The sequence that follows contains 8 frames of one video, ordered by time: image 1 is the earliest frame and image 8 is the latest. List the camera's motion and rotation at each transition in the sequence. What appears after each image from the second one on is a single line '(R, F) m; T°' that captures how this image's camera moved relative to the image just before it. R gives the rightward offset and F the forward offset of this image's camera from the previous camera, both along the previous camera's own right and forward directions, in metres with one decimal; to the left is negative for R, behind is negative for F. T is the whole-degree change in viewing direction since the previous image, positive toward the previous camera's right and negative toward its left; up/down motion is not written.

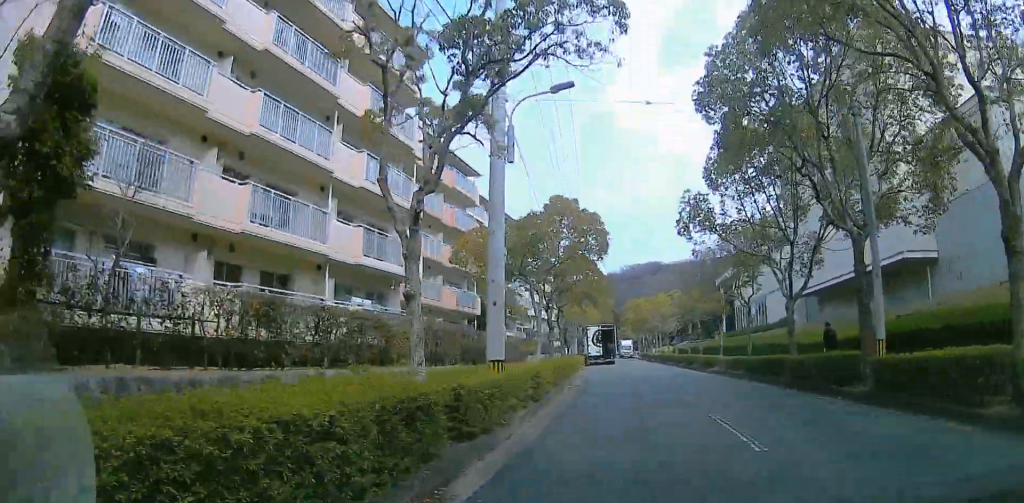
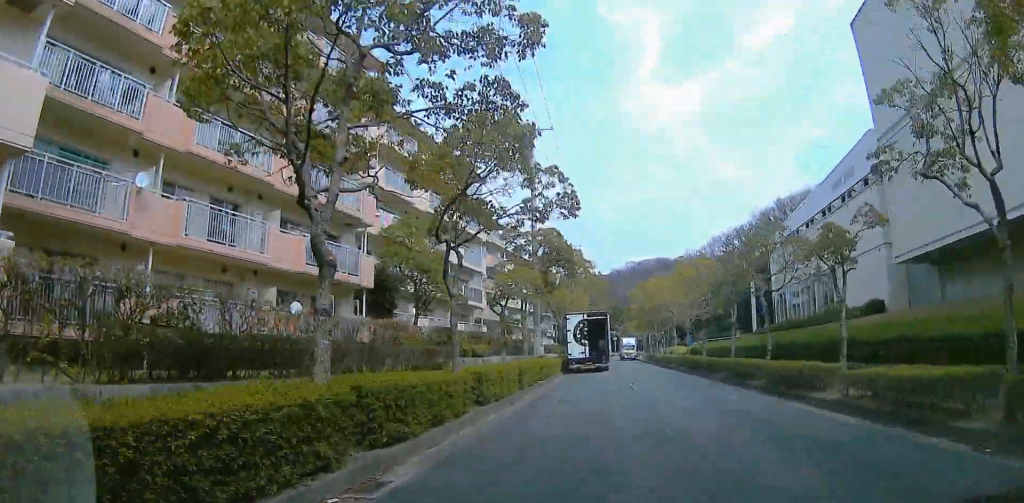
(-1.7, +19.3) m; -1°
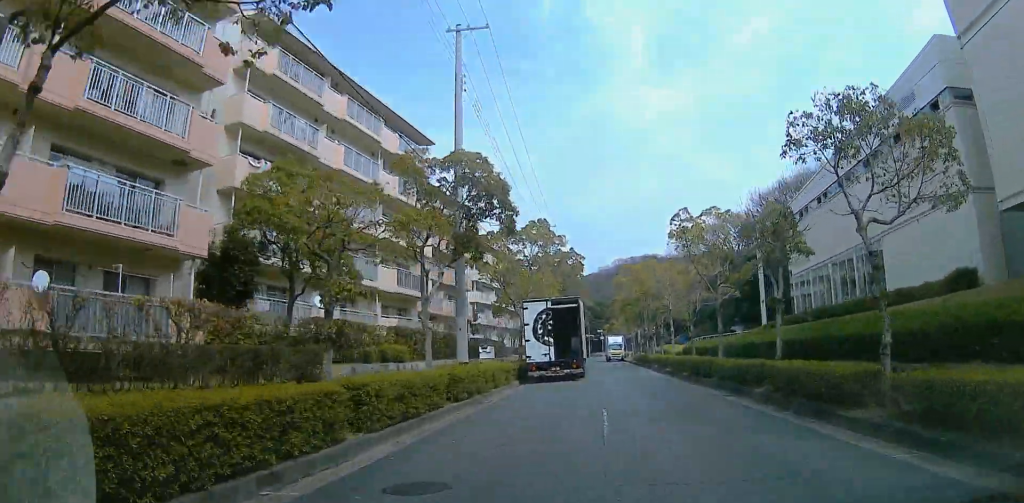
(+0.9, +10.8) m; +5°
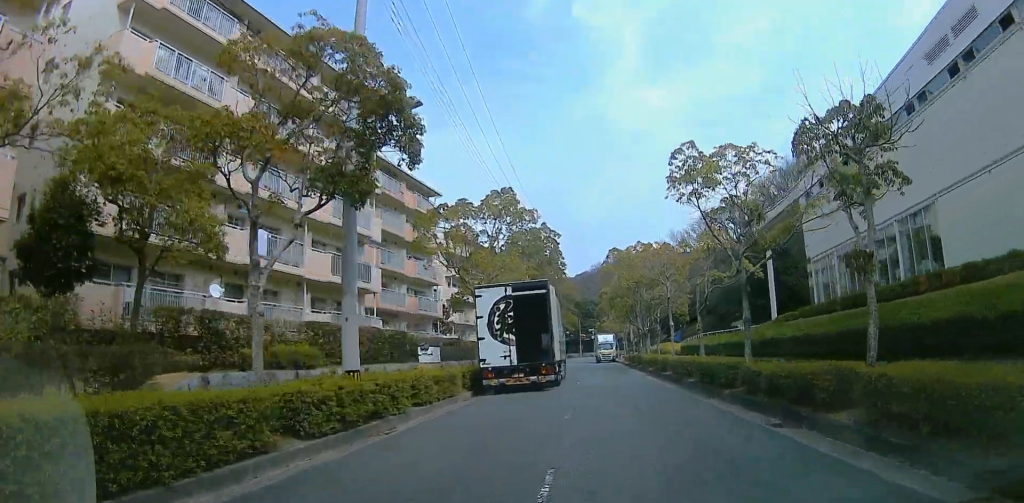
(0.0, +6.8) m; 0°
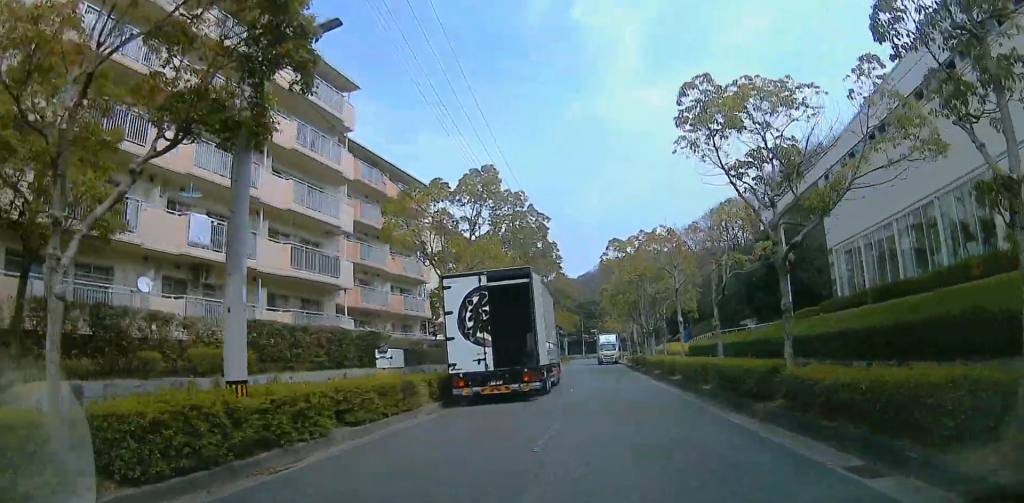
(0.0, +3.5) m; 0°
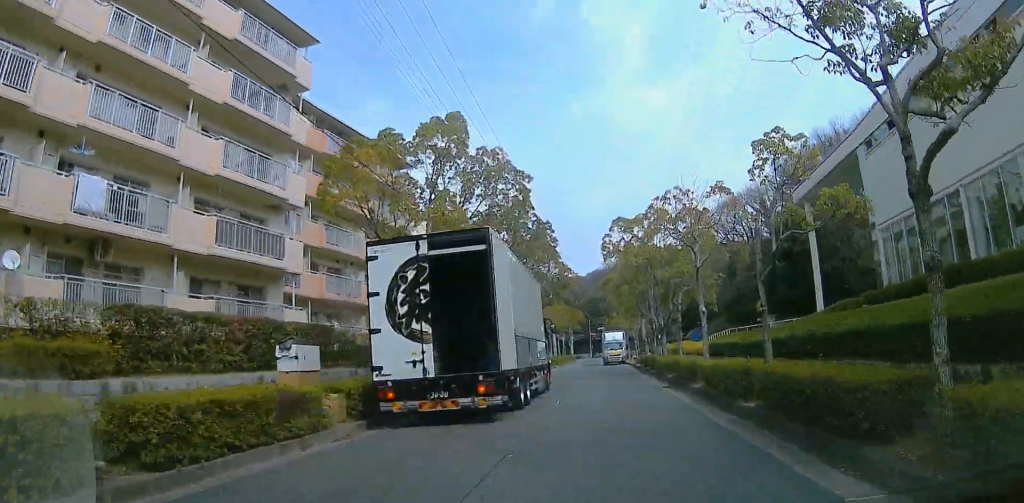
(0.0, +5.2) m; 0°
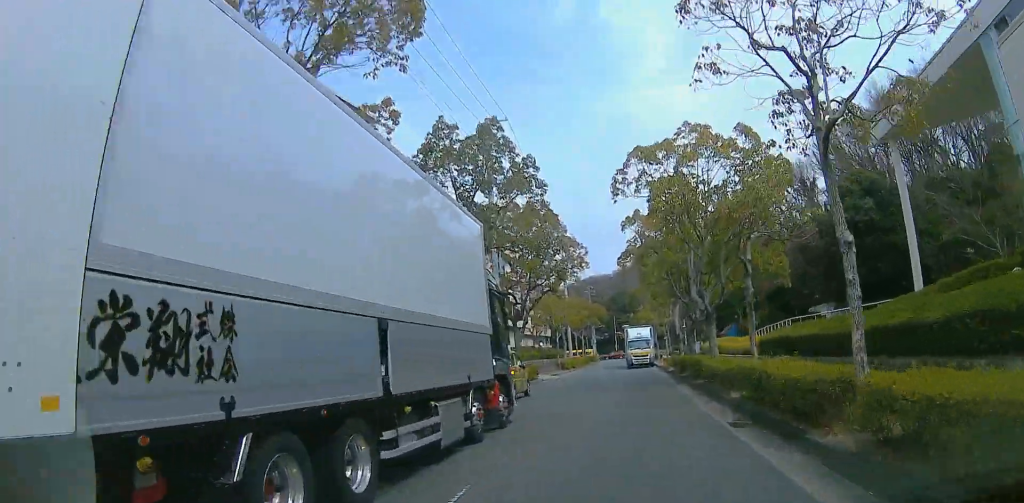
(0.0, +10.5) m; 0°
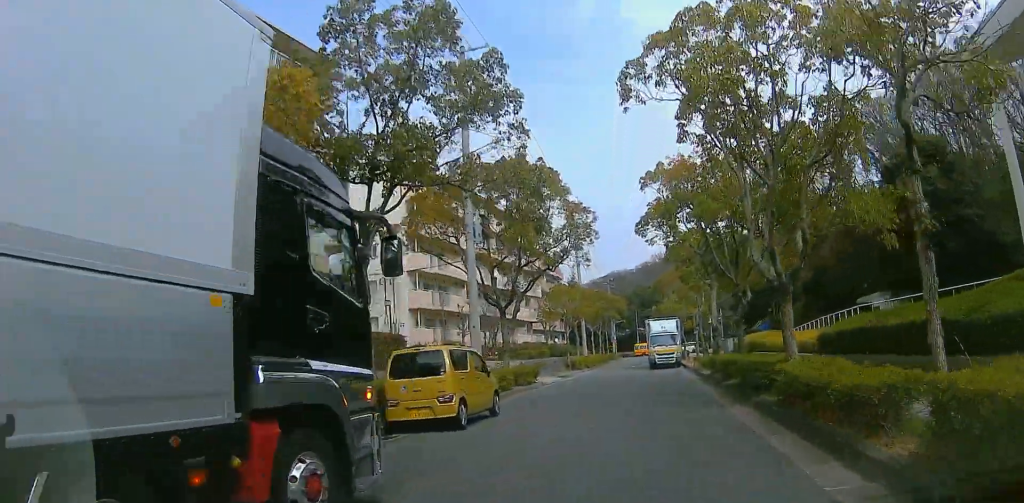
(0.0, +7.1) m; -3°
